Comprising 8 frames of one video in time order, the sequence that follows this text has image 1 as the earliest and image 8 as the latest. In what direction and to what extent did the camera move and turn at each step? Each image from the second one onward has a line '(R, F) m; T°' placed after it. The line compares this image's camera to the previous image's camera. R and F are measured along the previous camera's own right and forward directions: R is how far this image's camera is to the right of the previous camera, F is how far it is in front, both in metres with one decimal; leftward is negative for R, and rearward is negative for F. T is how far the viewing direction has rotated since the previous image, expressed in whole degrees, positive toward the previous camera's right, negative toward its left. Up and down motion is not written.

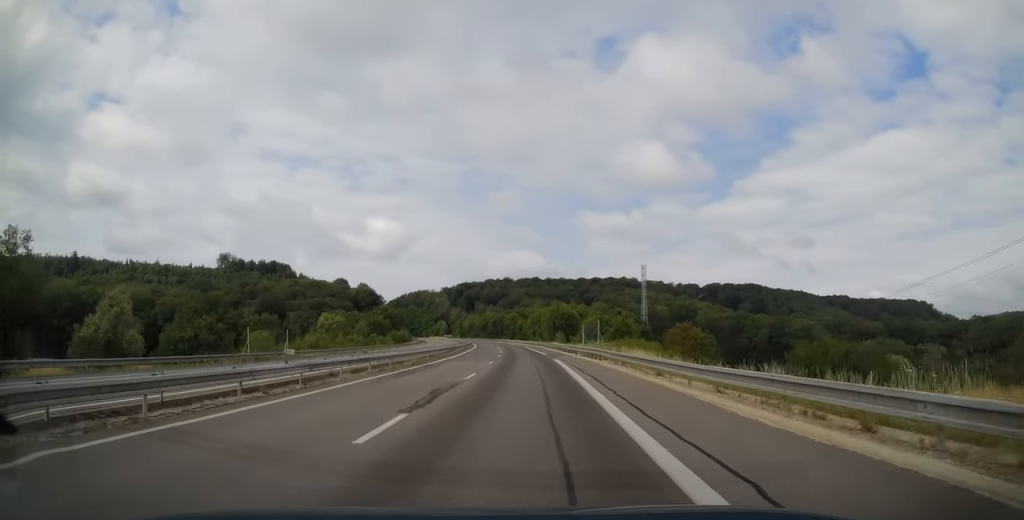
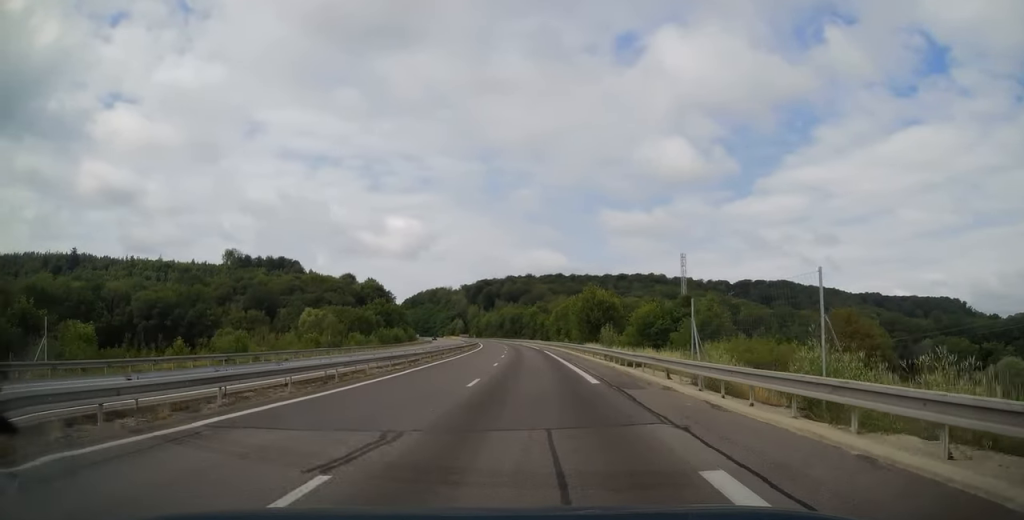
(-0.5, +29.8) m; -2°
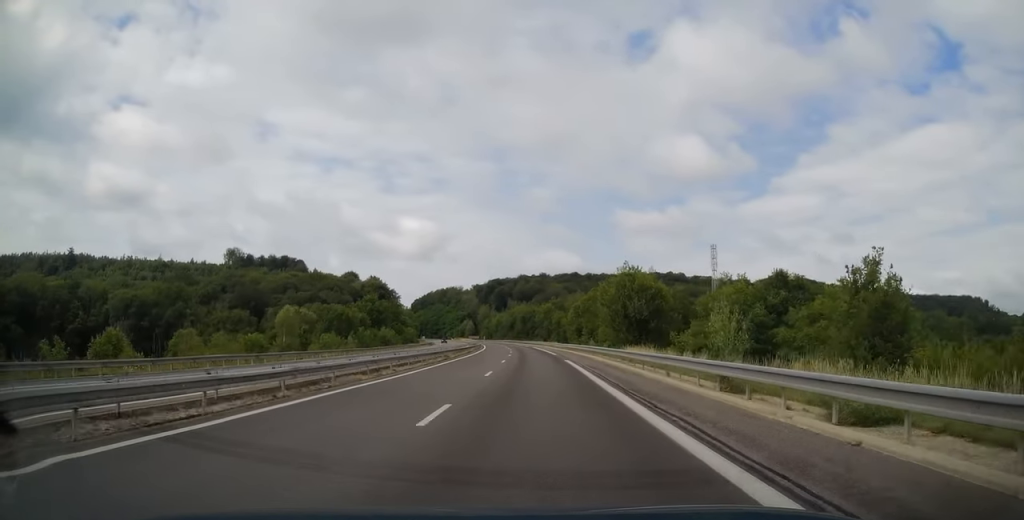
(-0.3, +21.0) m; -1°
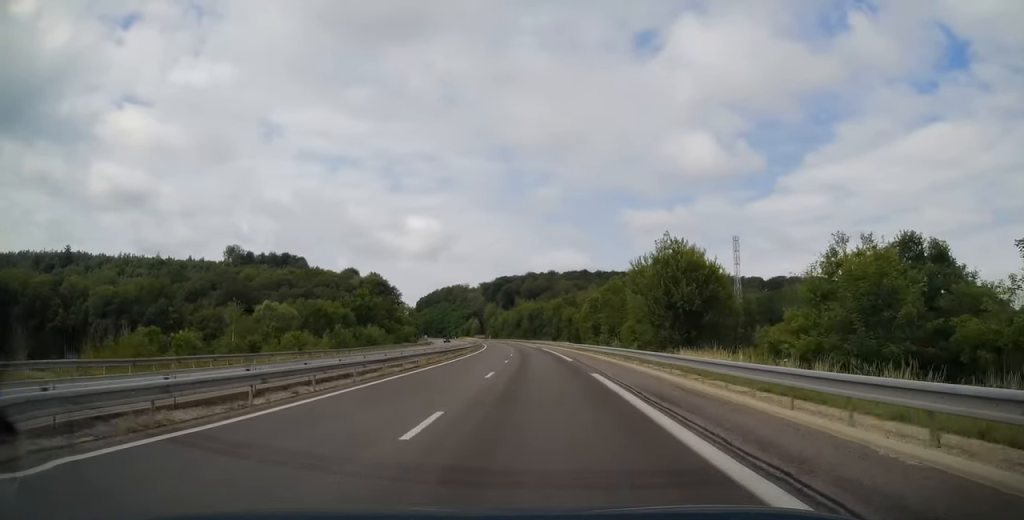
(-0.2, +14.2) m; -1°
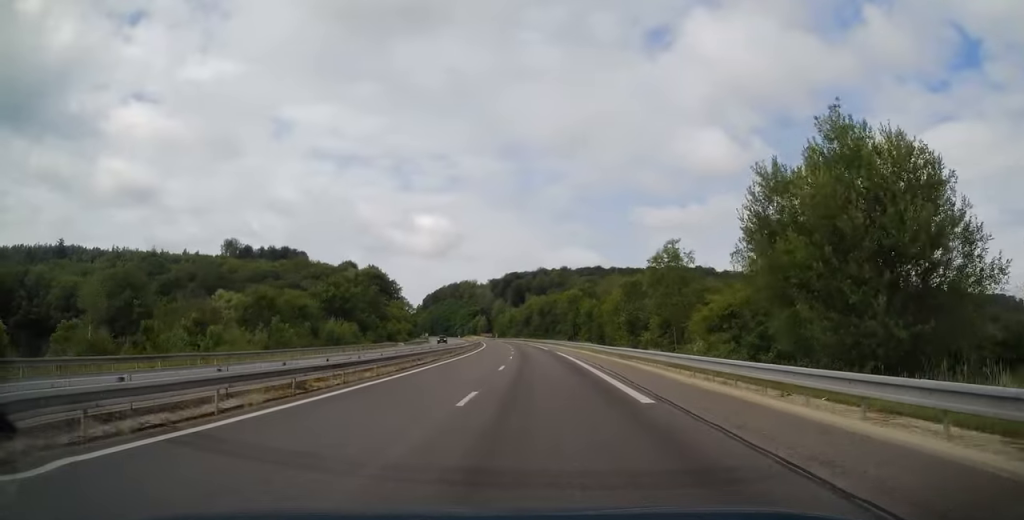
(-0.2, +22.0) m; -1°
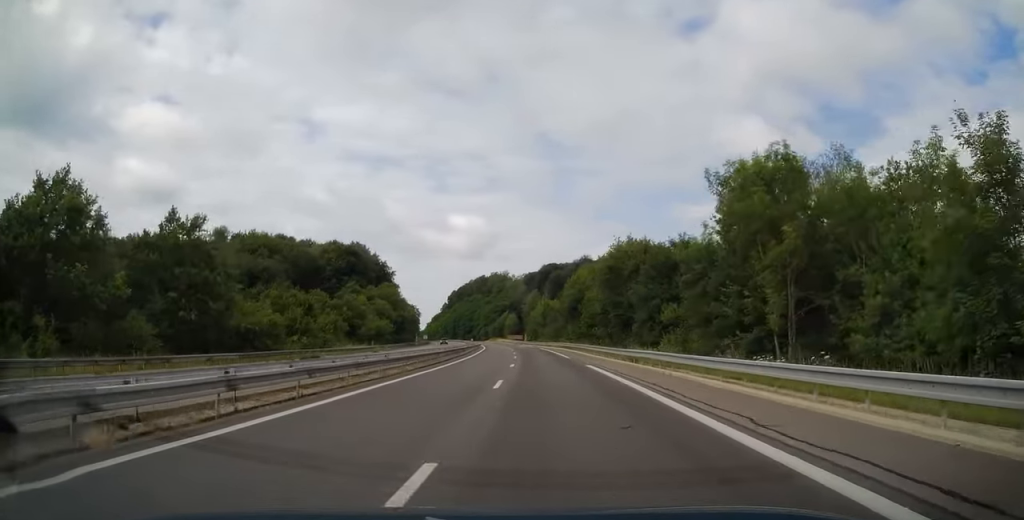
(-2.2, +72.8) m; -4°
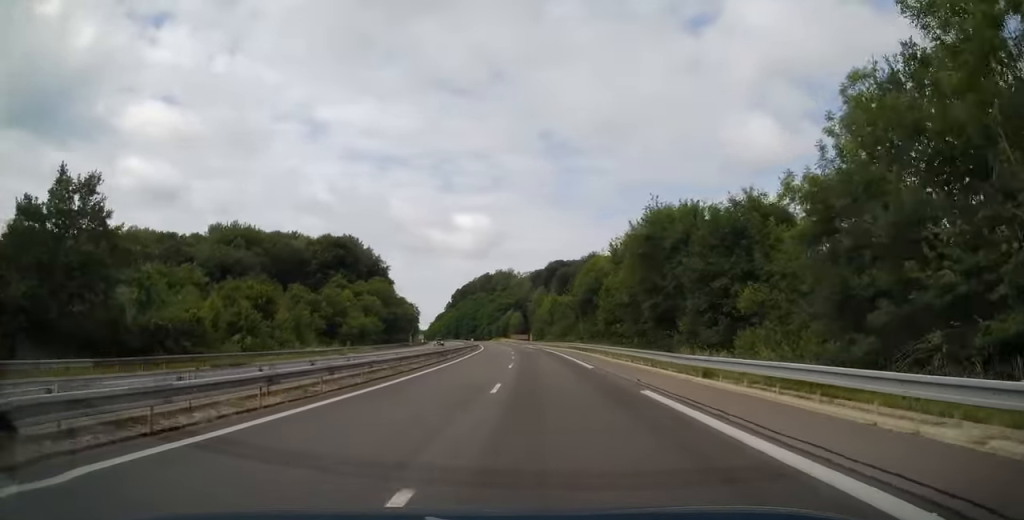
(-0.1, +14.2) m; -1°
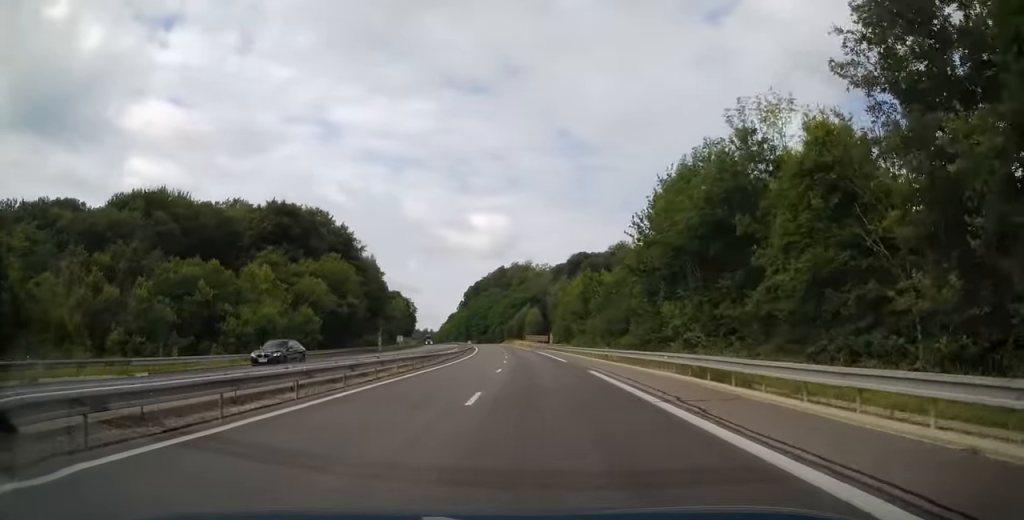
(-0.7, +41.5) m; -2°
